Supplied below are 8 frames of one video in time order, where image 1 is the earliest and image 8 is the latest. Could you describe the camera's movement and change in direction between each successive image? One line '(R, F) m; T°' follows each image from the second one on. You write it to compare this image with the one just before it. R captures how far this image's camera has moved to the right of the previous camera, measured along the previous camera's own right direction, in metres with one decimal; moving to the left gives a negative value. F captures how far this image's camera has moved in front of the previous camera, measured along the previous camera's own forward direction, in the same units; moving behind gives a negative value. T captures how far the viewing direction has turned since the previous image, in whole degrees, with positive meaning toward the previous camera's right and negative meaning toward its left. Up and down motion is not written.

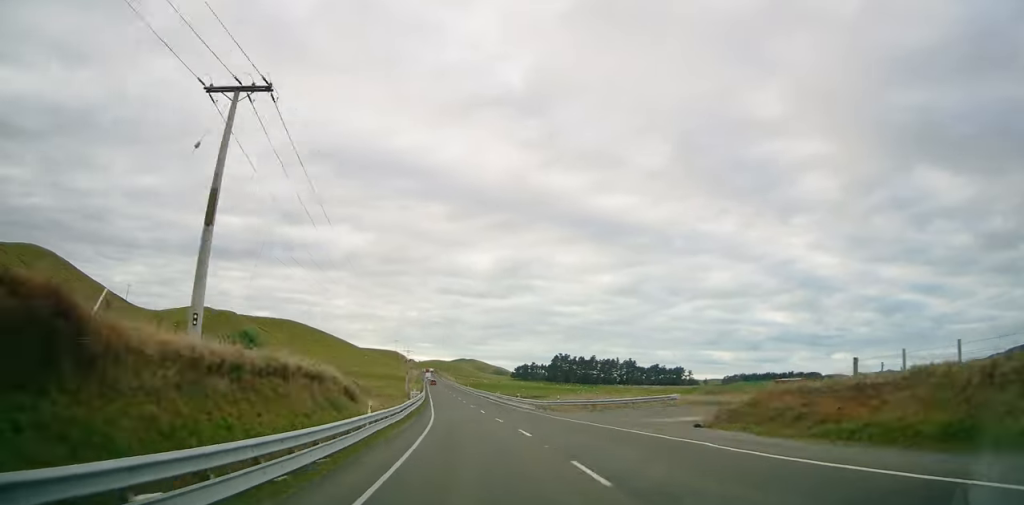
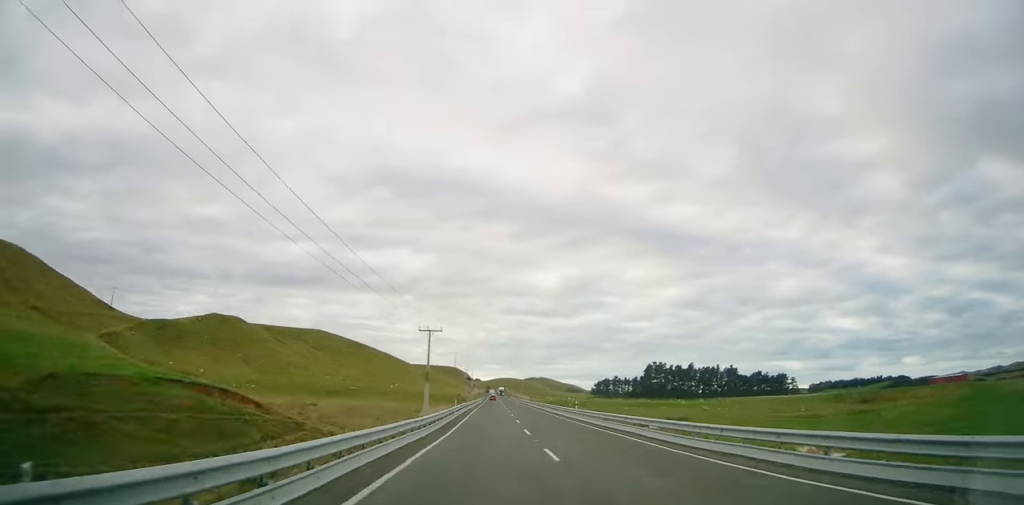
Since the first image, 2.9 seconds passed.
(-5.9, +75.2) m; -3°
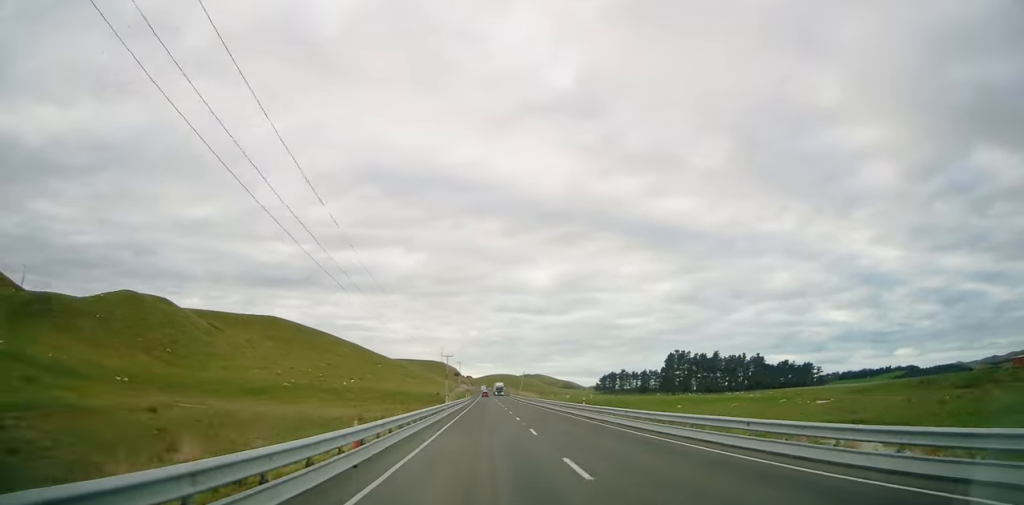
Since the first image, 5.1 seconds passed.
(-1.1, +54.5) m; -1°
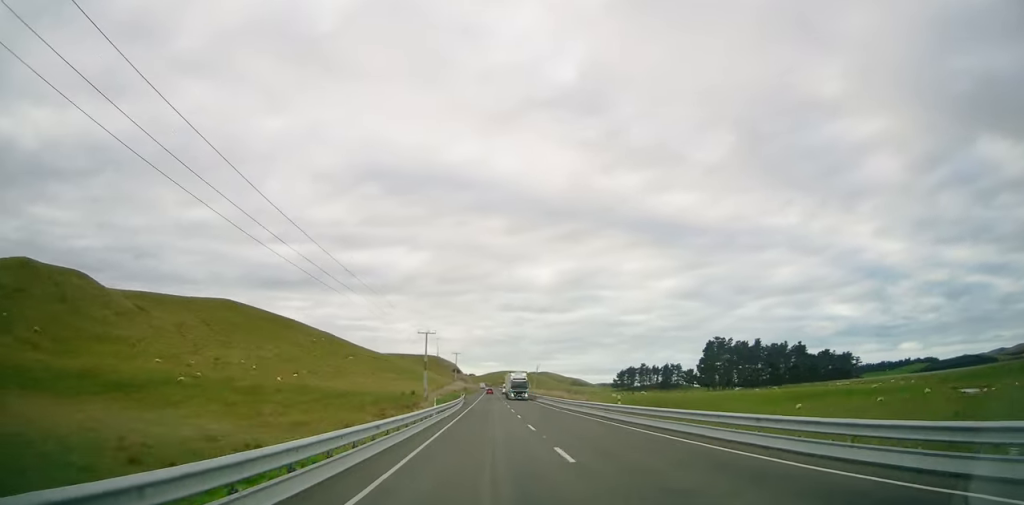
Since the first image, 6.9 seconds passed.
(-0.2, +47.7) m; 0°
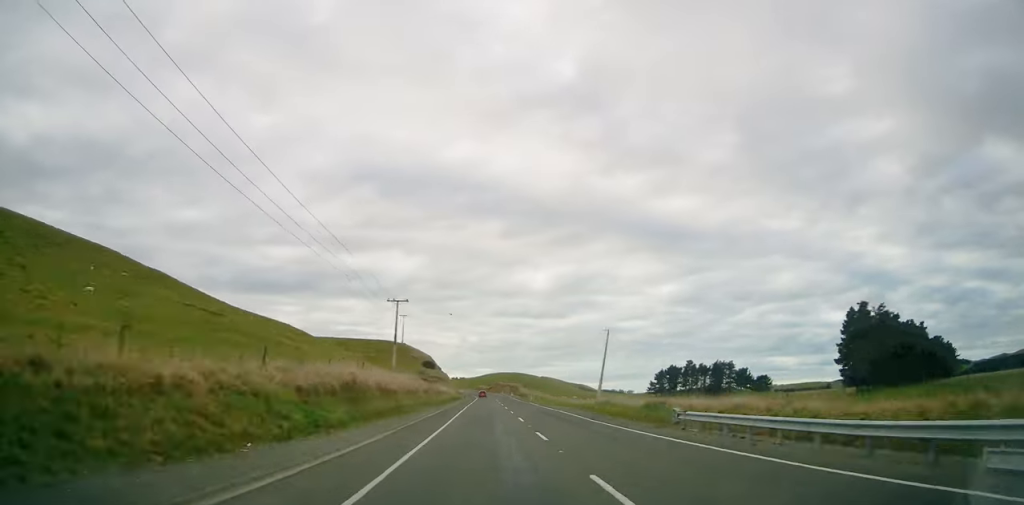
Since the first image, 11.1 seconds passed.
(+1.2, +103.8) m; 0°
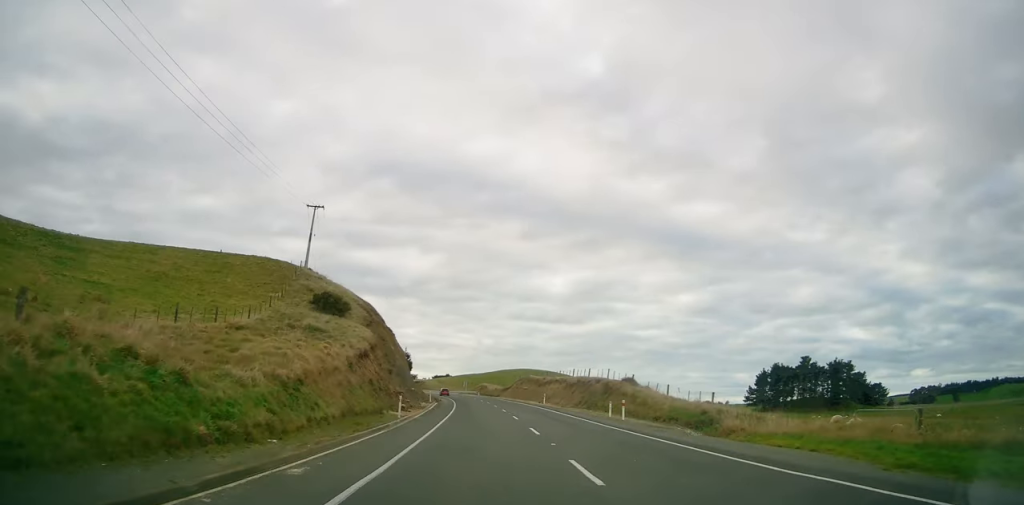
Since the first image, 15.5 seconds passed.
(-1.9, +106.7) m; -4°
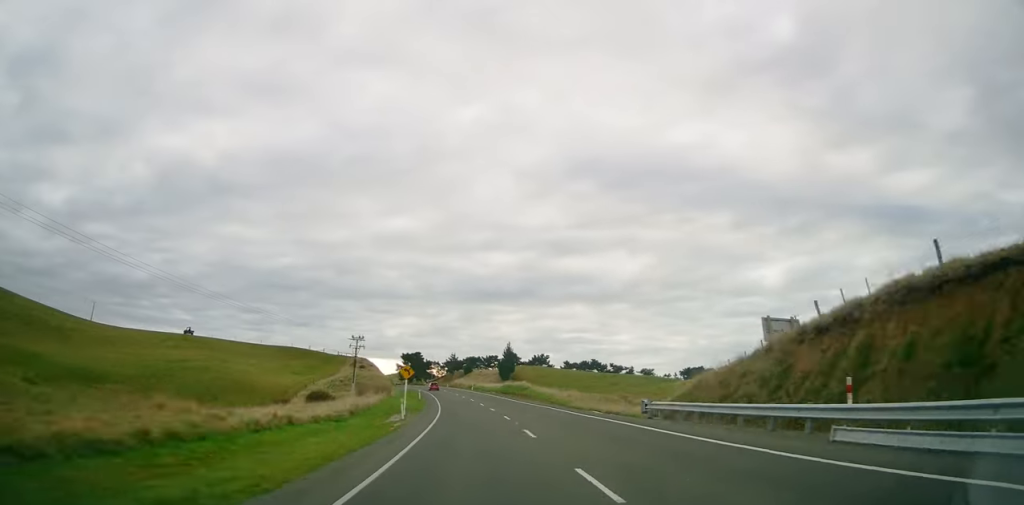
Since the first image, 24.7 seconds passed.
(-34.6, +207.3) m; -22°
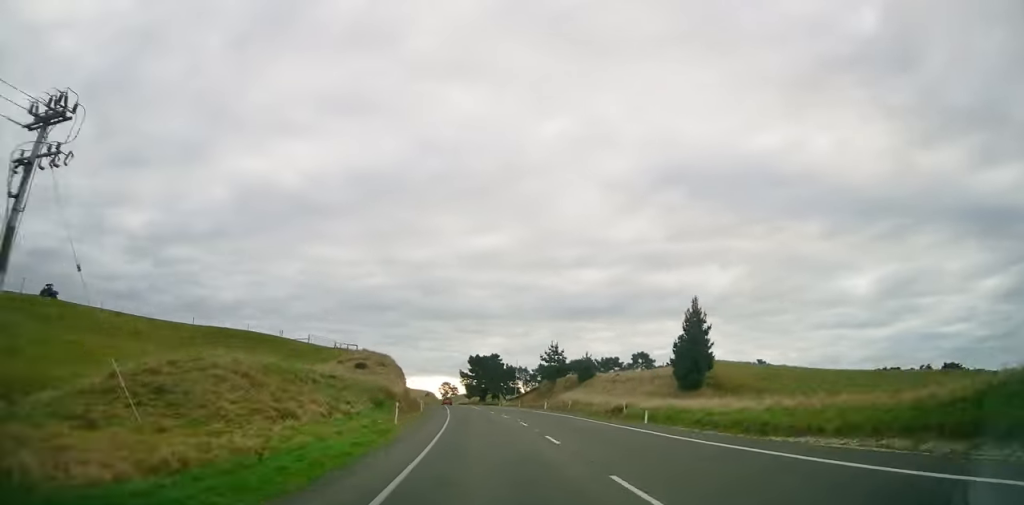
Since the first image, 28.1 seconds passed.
(-7.1, +78.4) m; -8°
